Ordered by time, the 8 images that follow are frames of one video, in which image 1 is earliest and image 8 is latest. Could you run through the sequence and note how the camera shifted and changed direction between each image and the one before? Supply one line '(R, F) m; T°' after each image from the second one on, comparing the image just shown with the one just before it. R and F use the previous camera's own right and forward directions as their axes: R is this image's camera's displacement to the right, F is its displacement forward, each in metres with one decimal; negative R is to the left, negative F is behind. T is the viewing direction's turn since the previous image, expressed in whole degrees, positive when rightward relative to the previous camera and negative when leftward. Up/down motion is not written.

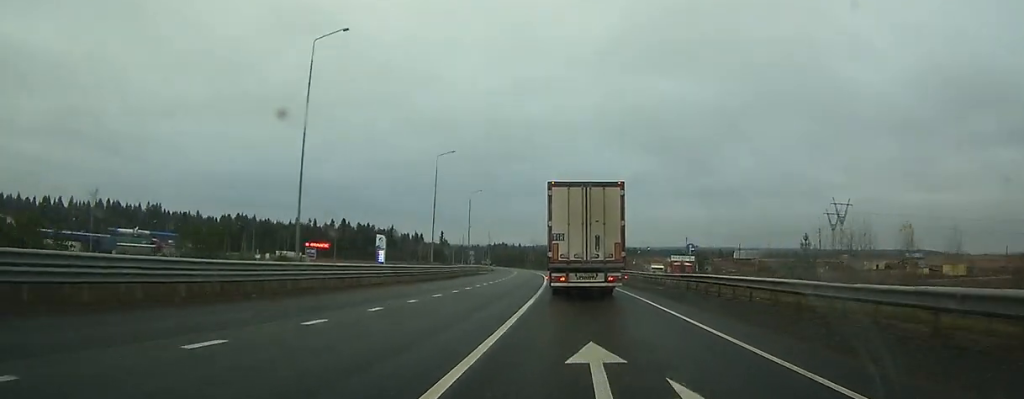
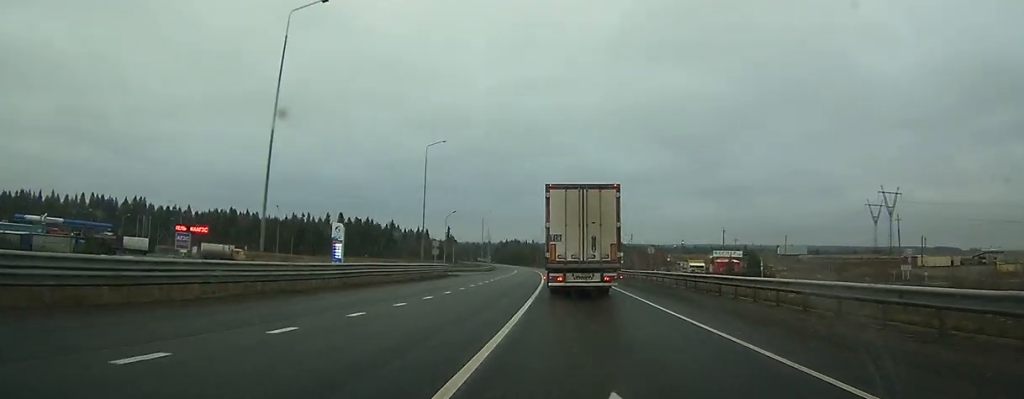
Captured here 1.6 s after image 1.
(-0.4, +33.3) m; -1°
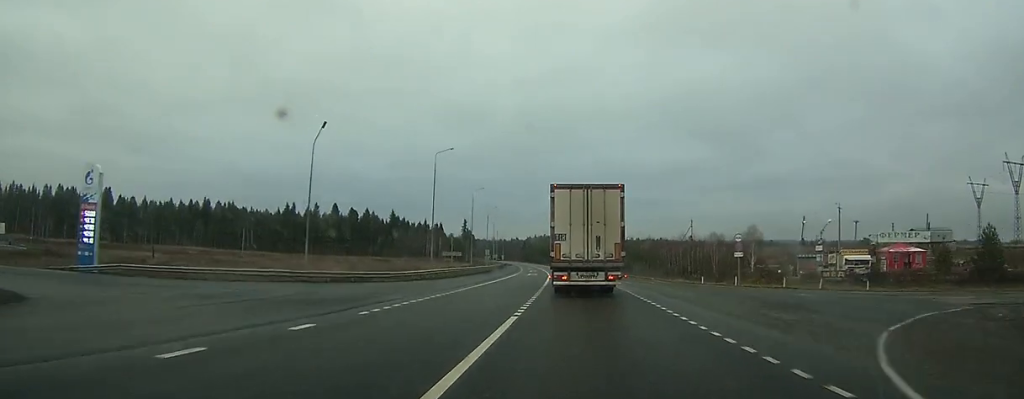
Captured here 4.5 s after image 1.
(-1.3, +61.1) m; -3°
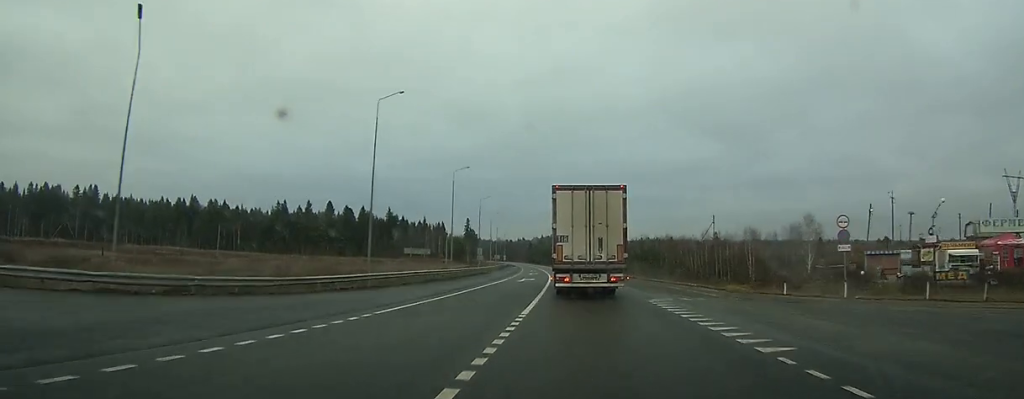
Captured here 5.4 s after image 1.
(-0.2, +18.1) m; -1°
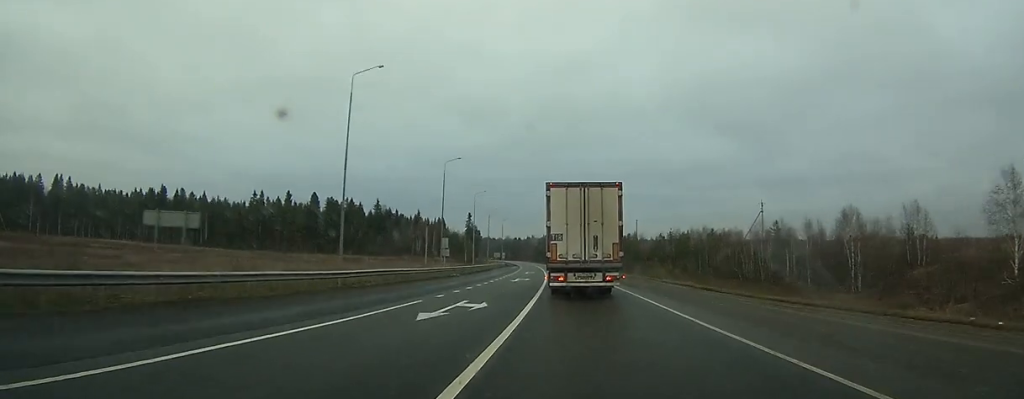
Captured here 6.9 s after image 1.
(-0.2, +32.0) m; -2°
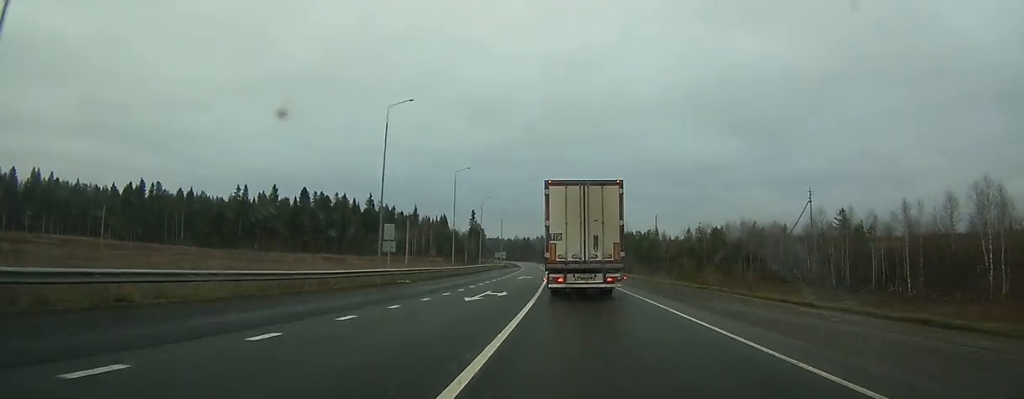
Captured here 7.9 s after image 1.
(-0.4, +21.3) m; -1°
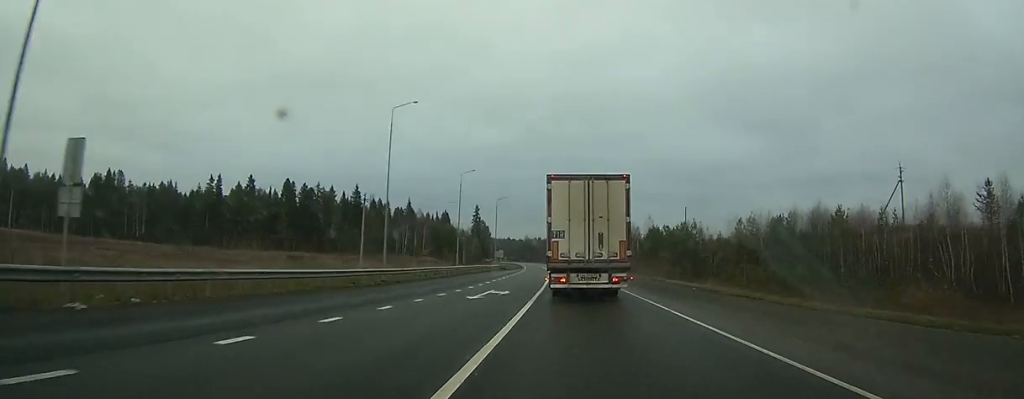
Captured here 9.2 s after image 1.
(-0.3, +27.8) m; -1°
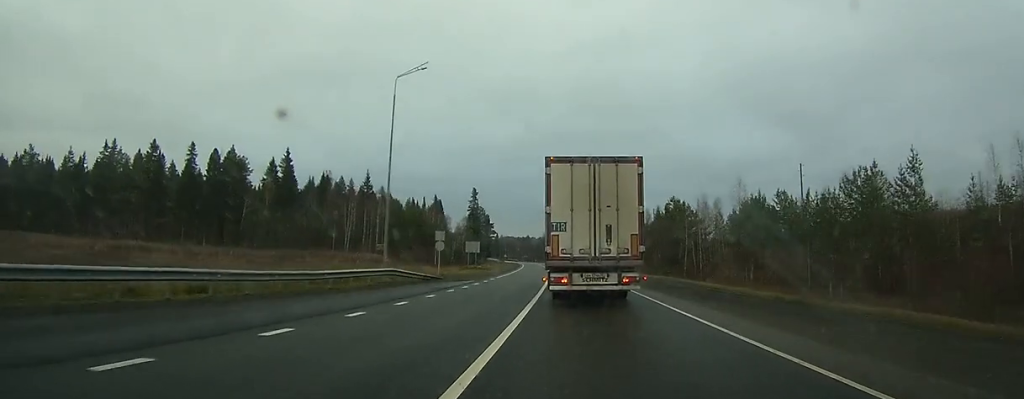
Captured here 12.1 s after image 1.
(-1.1, +69.3) m; -2°
